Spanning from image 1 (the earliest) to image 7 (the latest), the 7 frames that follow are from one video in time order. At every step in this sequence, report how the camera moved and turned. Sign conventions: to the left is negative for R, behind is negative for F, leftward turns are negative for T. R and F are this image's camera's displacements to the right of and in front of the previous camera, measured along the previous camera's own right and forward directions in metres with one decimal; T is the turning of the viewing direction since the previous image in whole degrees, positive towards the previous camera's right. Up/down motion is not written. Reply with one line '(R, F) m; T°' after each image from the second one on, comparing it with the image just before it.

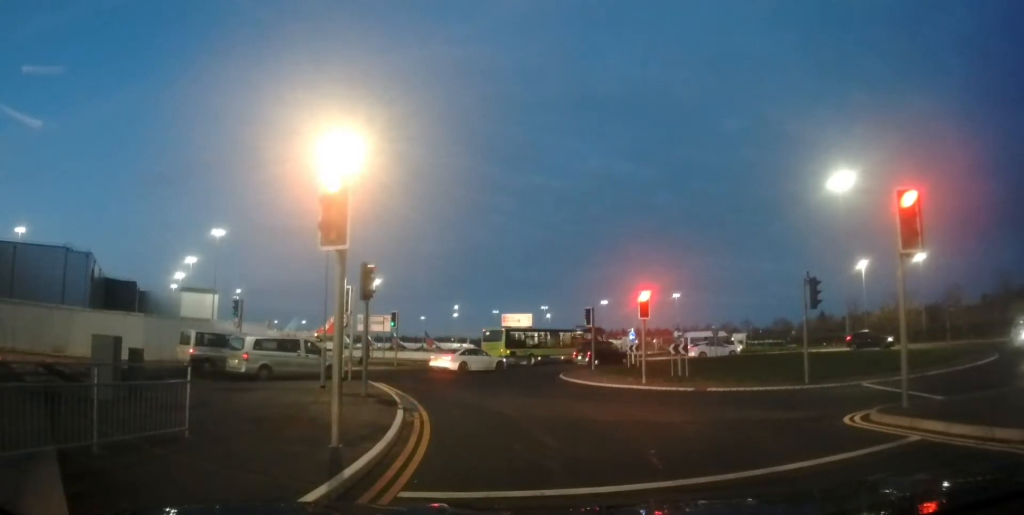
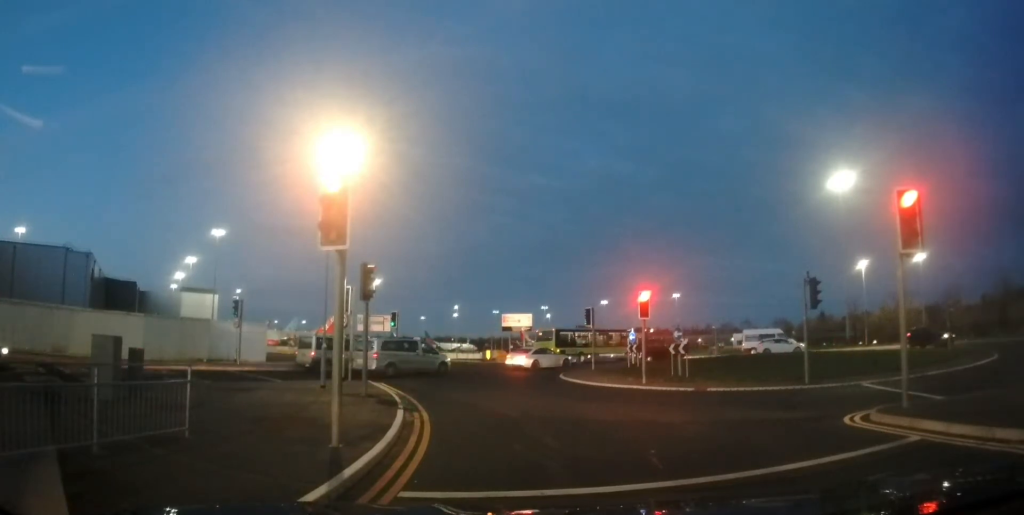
(0.0, 0.0) m; 0°
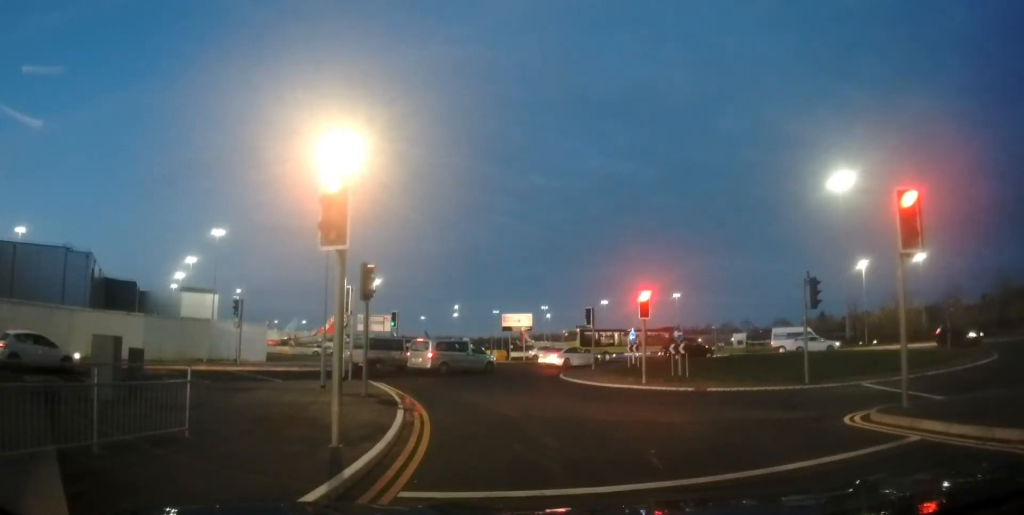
(0.0, 0.0) m; 0°
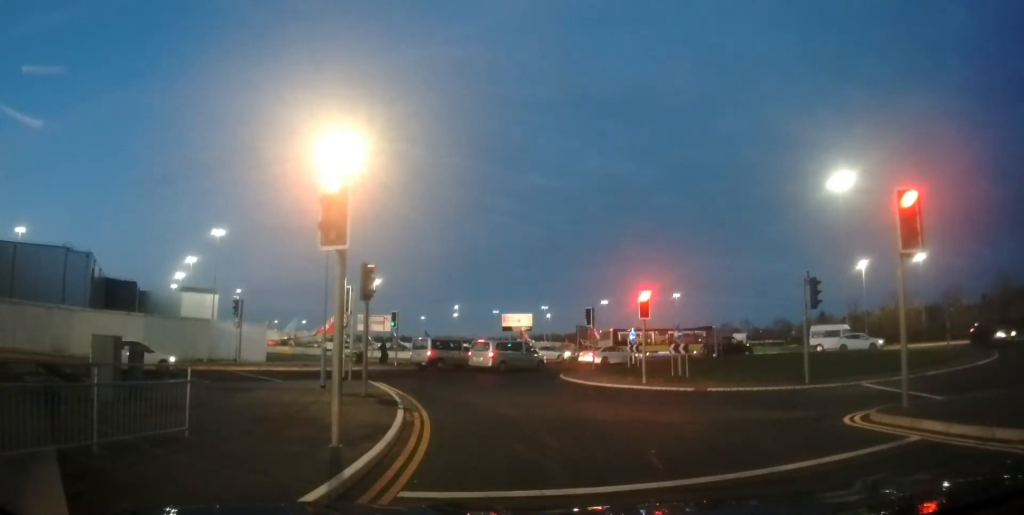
(0.0, 0.0) m; 0°
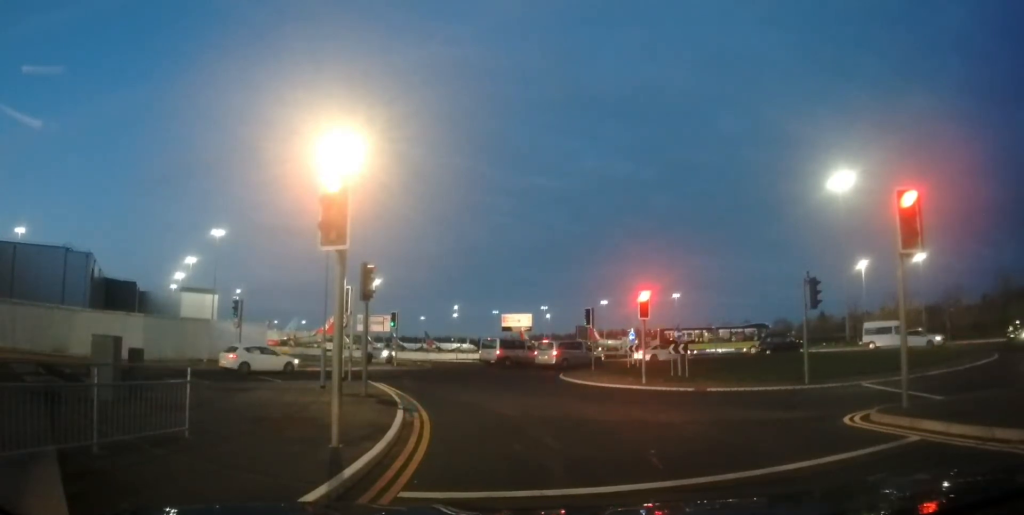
(0.0, 0.0) m; 0°
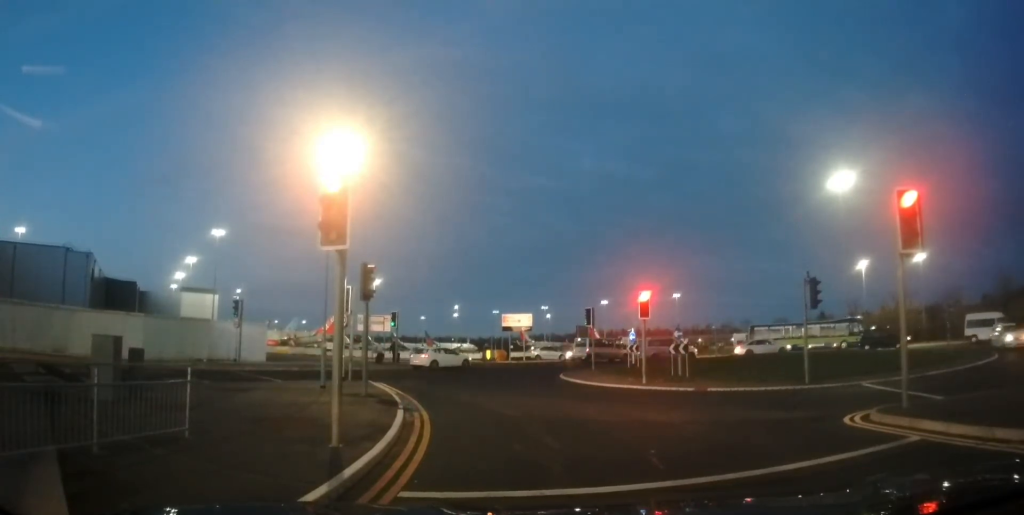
(0.0, 0.0) m; 0°
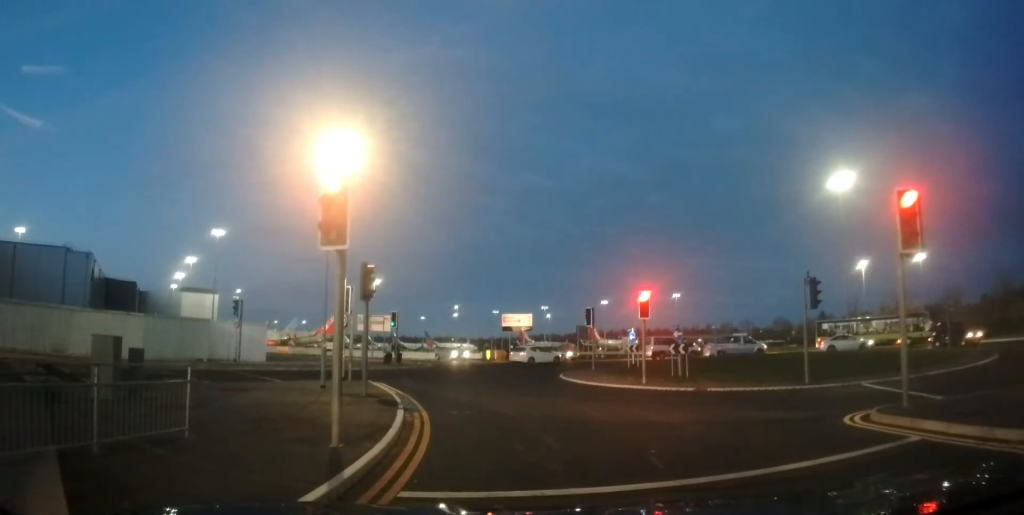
(0.0, 0.0) m; 0°
